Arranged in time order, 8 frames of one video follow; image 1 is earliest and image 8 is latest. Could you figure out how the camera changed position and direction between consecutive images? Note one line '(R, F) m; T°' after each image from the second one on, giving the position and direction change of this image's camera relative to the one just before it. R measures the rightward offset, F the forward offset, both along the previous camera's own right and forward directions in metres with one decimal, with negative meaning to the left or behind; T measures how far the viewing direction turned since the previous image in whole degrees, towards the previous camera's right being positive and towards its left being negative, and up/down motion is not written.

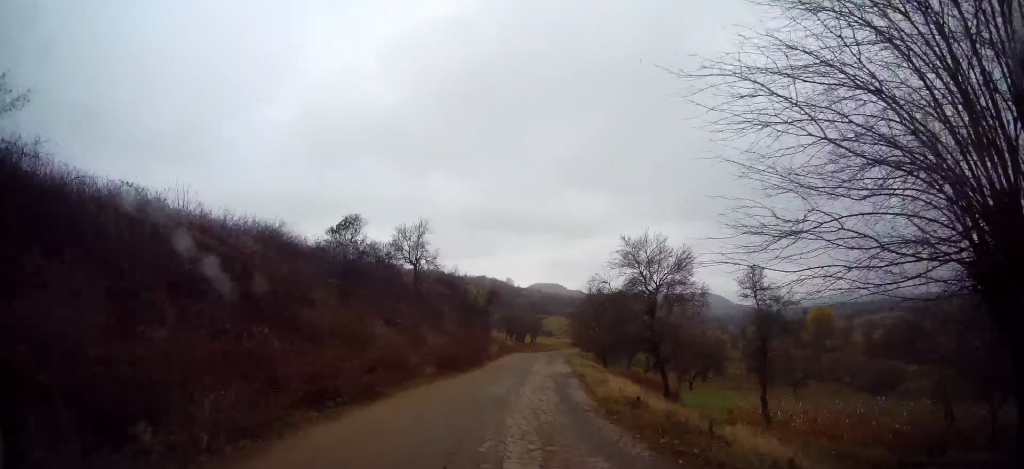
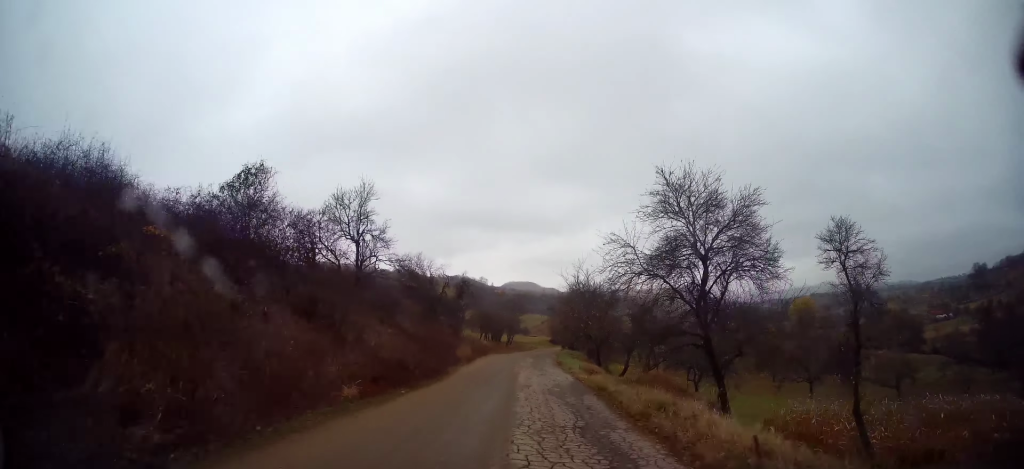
(+0.4, +7.4) m; +4°
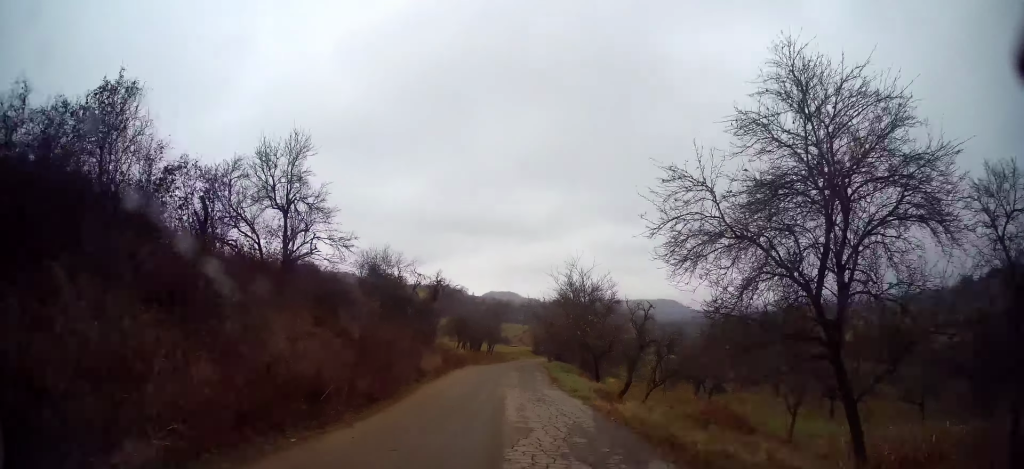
(0.0, +6.2) m; +3°
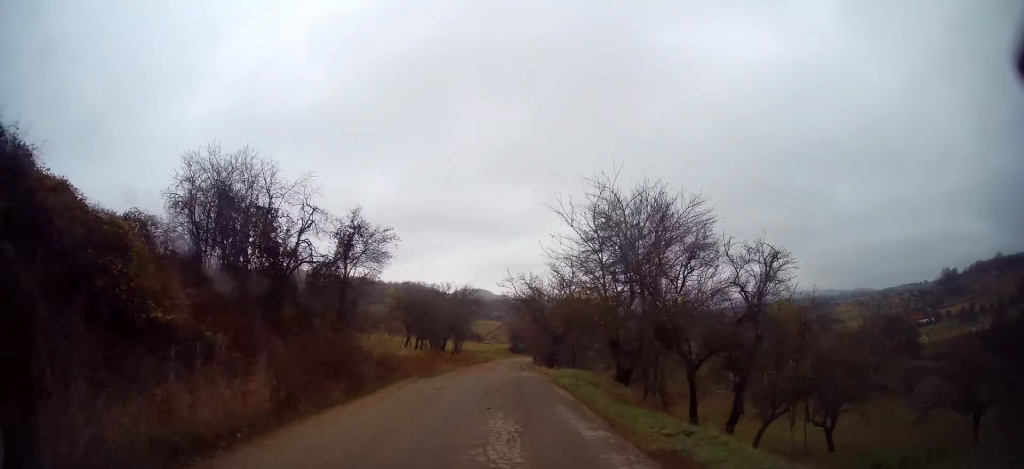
(+0.9, +17.2) m; +3°
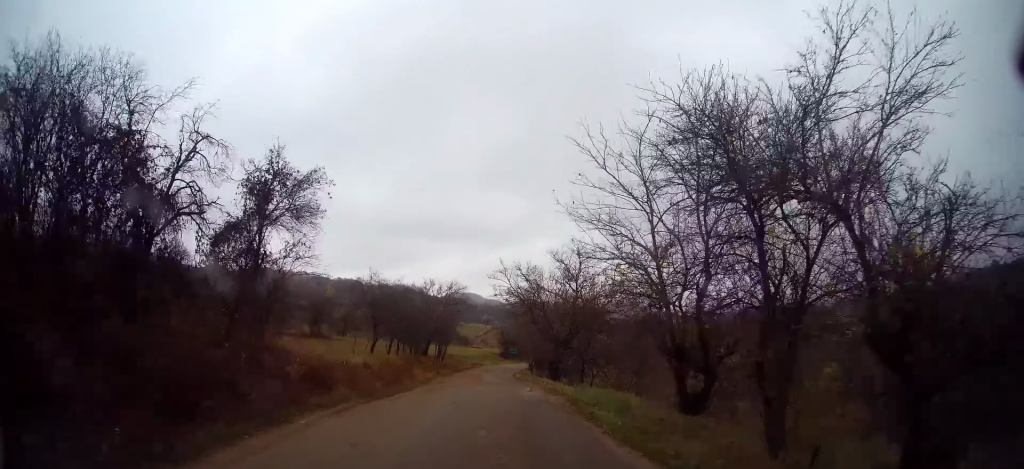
(0.0, +7.3) m; 0°
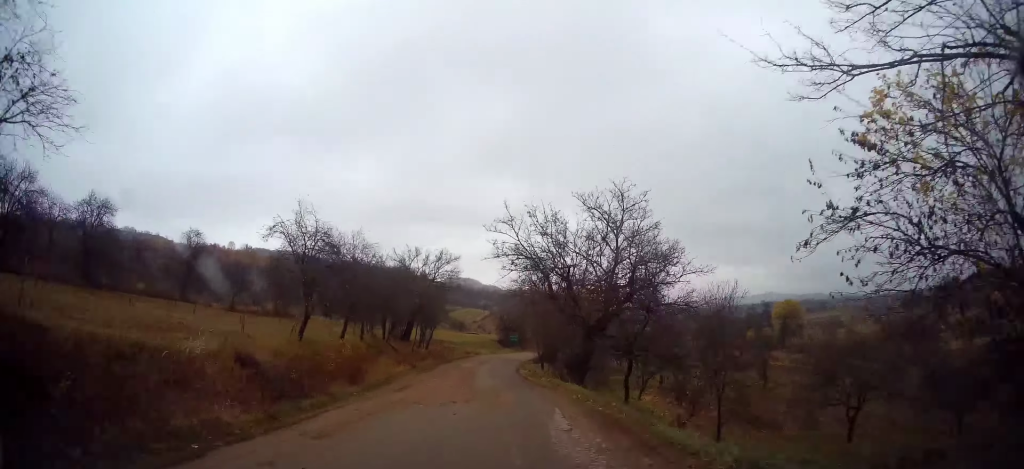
(0.0, +10.4) m; +1°
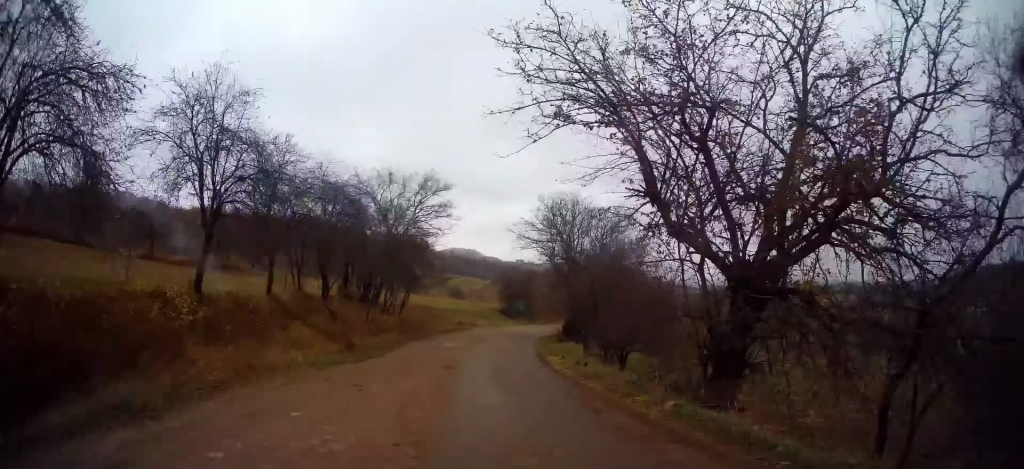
(+0.4, +14.8) m; +2°
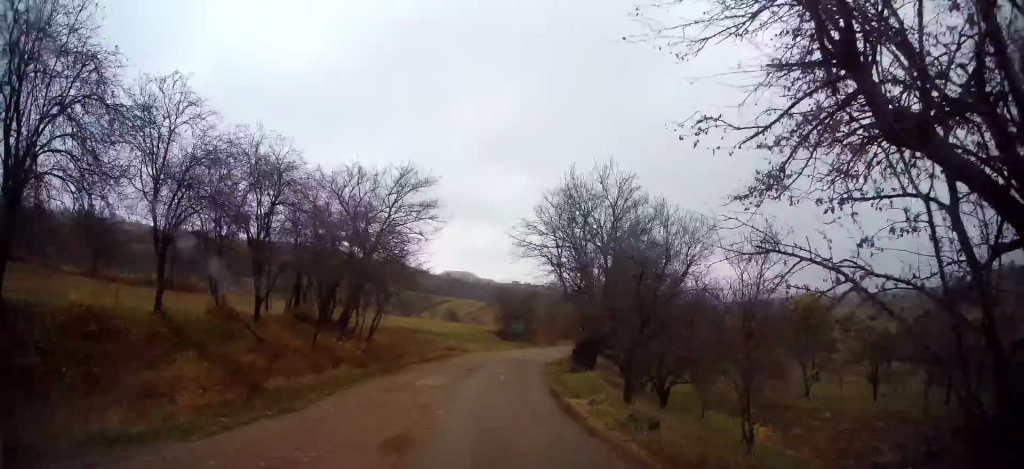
(+0.1, +6.8) m; 0°
